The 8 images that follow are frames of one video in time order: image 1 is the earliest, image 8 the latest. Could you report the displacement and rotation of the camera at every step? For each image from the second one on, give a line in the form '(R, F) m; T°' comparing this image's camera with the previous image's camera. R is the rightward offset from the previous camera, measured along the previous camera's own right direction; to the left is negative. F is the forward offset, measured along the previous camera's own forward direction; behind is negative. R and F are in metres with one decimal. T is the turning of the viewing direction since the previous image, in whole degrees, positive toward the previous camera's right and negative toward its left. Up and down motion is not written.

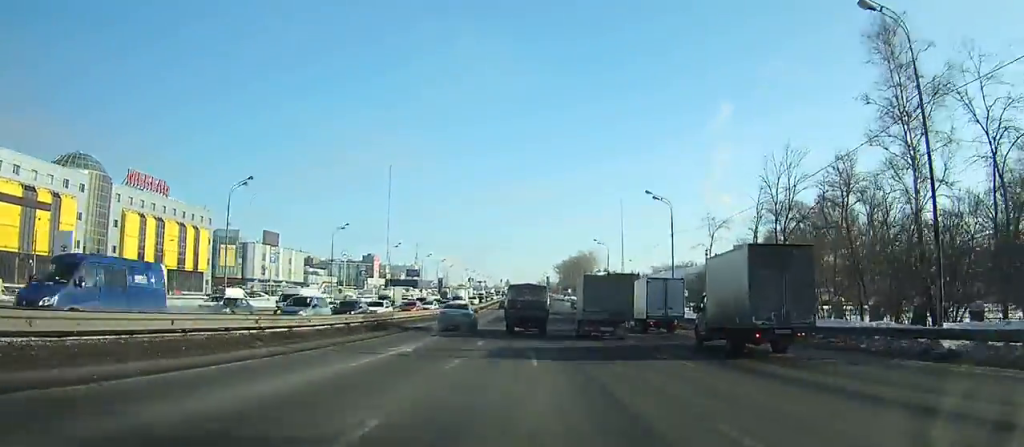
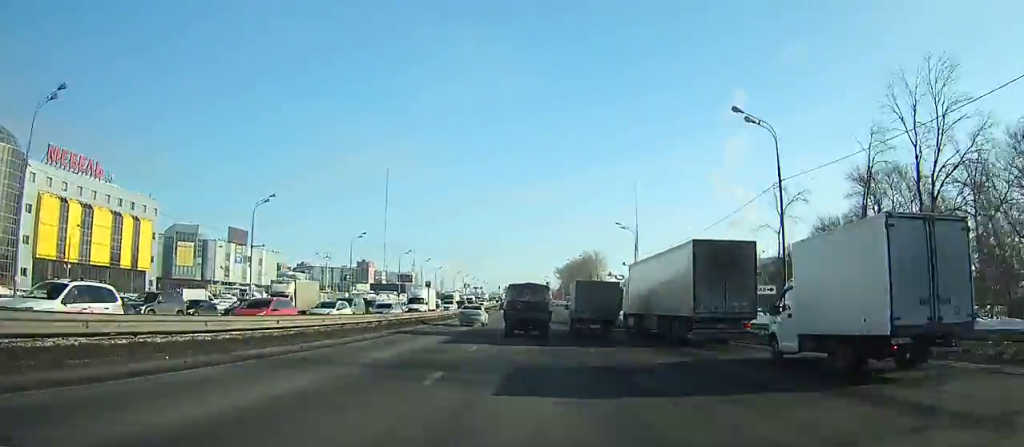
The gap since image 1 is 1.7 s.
(+0.3, +29.0) m; +3°
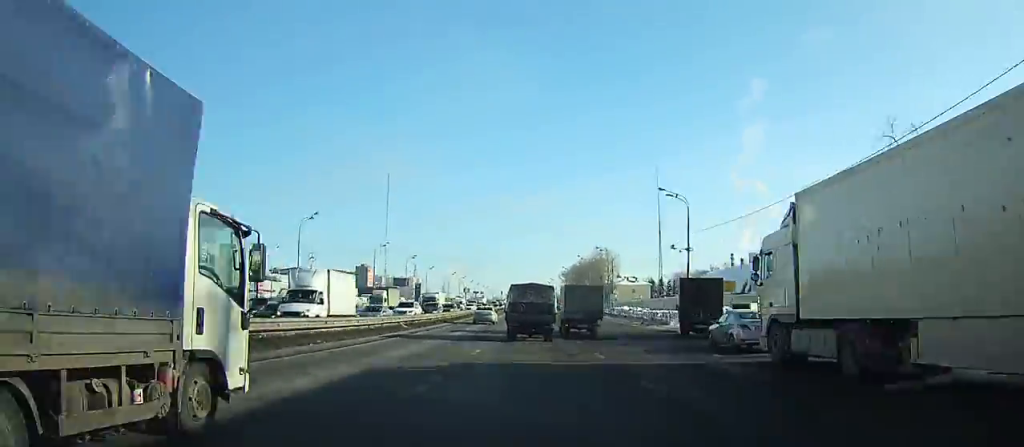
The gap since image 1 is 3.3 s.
(-1.2, +27.7) m; +4°
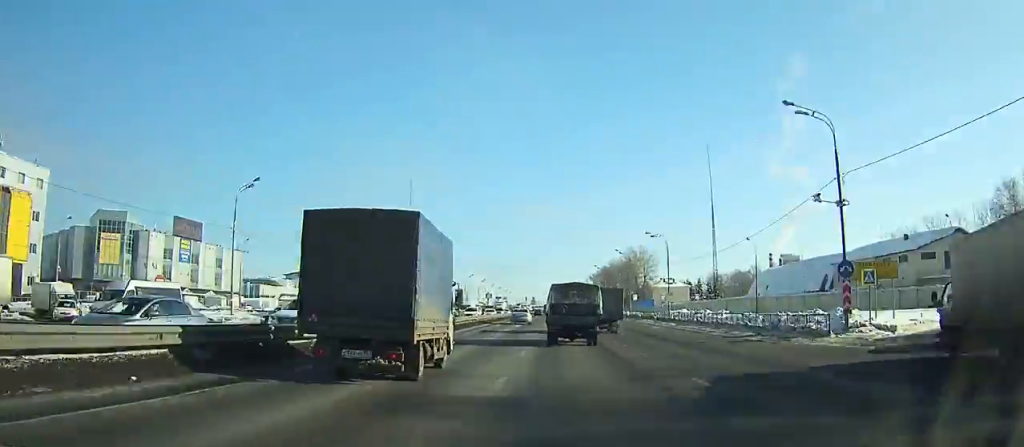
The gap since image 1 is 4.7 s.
(+2.6, +26.0) m; -5°
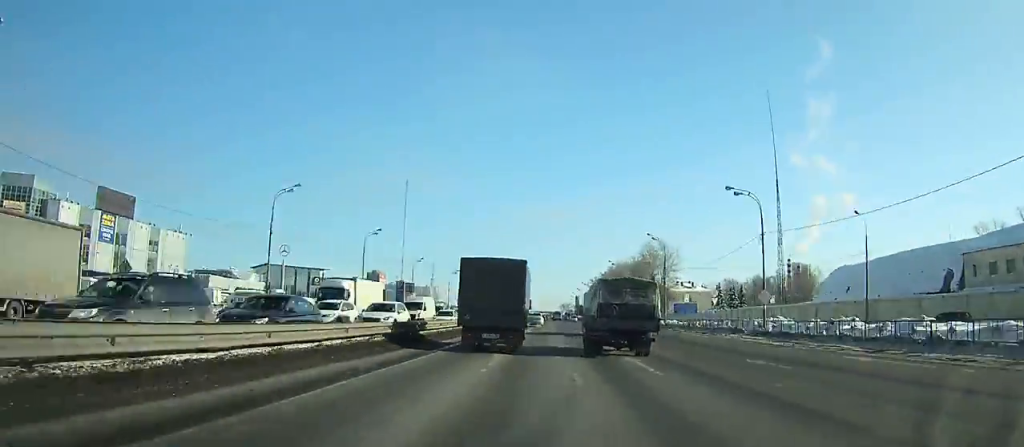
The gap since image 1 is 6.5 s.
(+5.3, +32.8) m; -7°
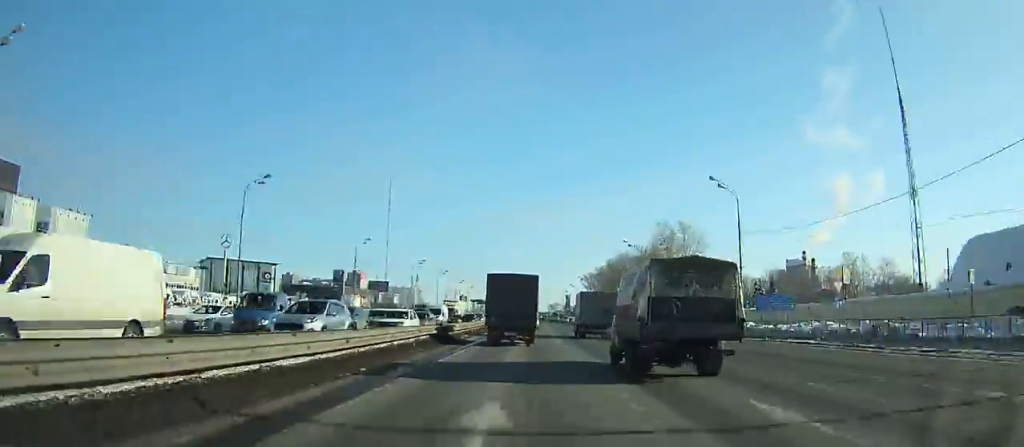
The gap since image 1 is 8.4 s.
(-11.0, +31.0) m; -5°
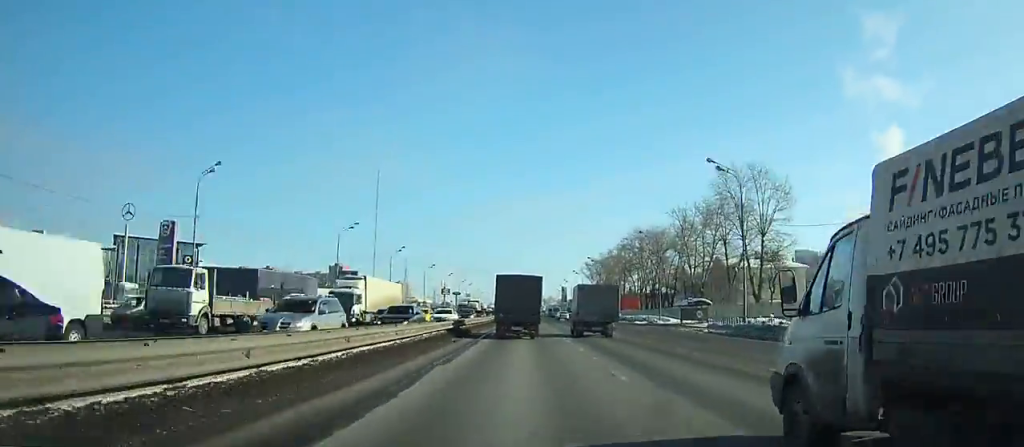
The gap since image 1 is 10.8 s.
(-0.2, +44.0) m; +3°
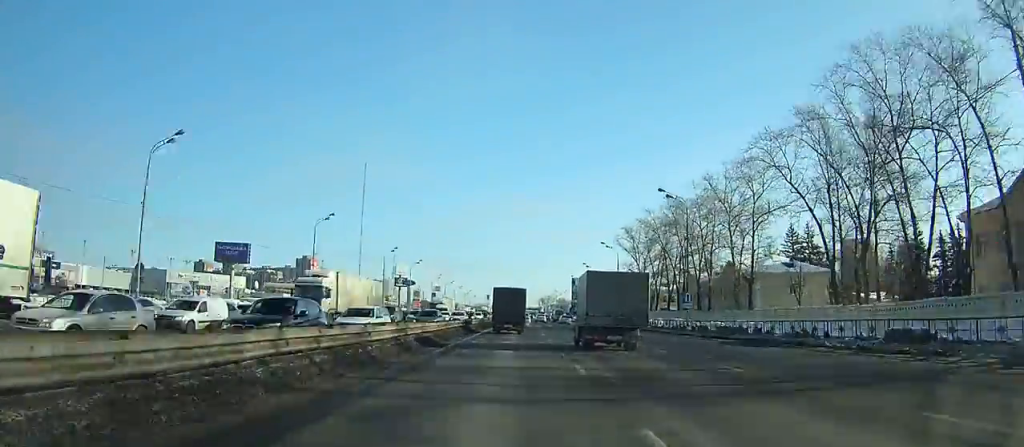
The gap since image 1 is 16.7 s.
(+11.3, +118.6) m; +6°
